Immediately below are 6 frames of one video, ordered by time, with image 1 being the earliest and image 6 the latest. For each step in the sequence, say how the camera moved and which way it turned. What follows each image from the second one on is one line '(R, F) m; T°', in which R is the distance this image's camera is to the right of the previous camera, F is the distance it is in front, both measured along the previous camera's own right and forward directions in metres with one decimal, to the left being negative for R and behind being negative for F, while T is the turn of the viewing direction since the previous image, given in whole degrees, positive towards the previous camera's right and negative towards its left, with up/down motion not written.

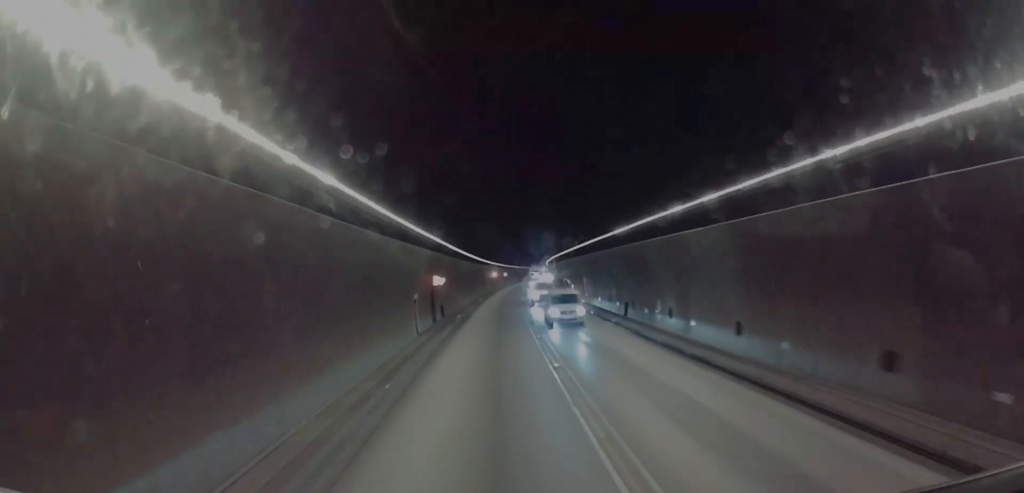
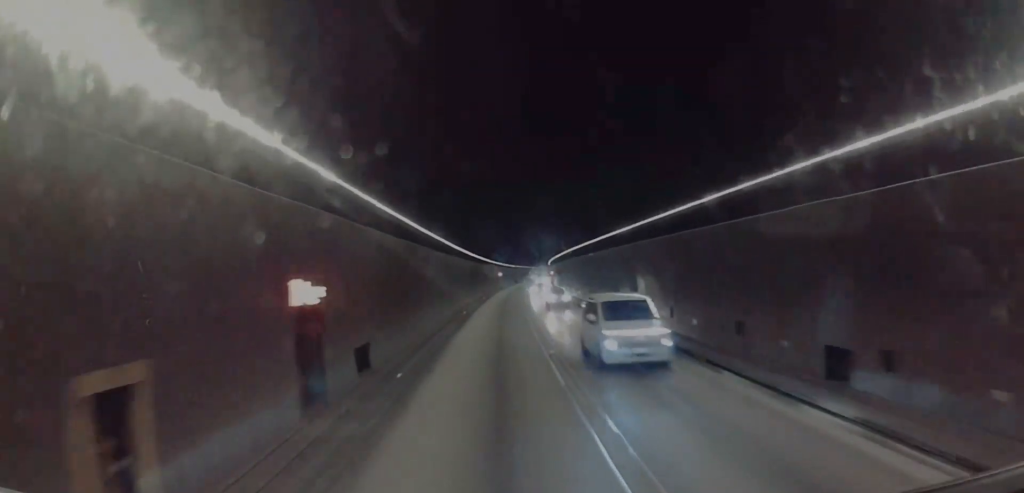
(0.0, +21.2) m; 0°
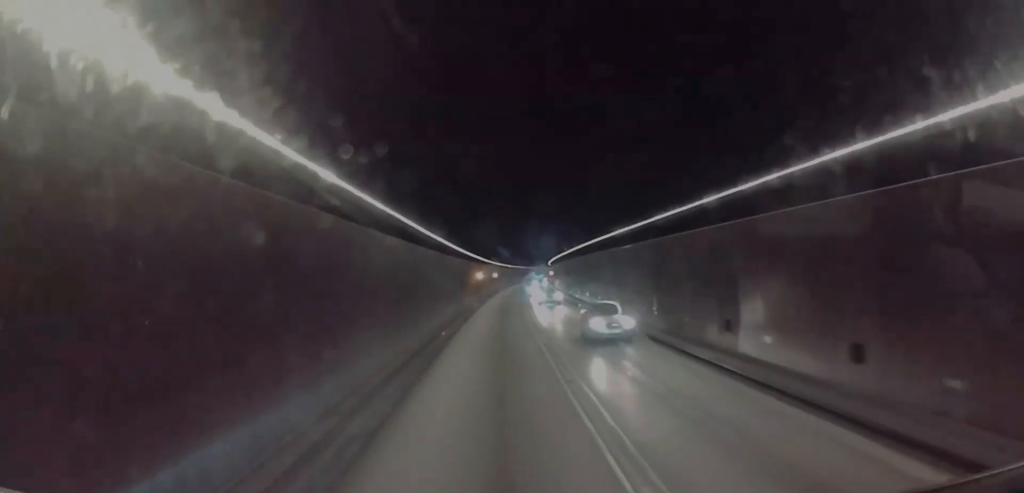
(-0.1, +13.2) m; +1°
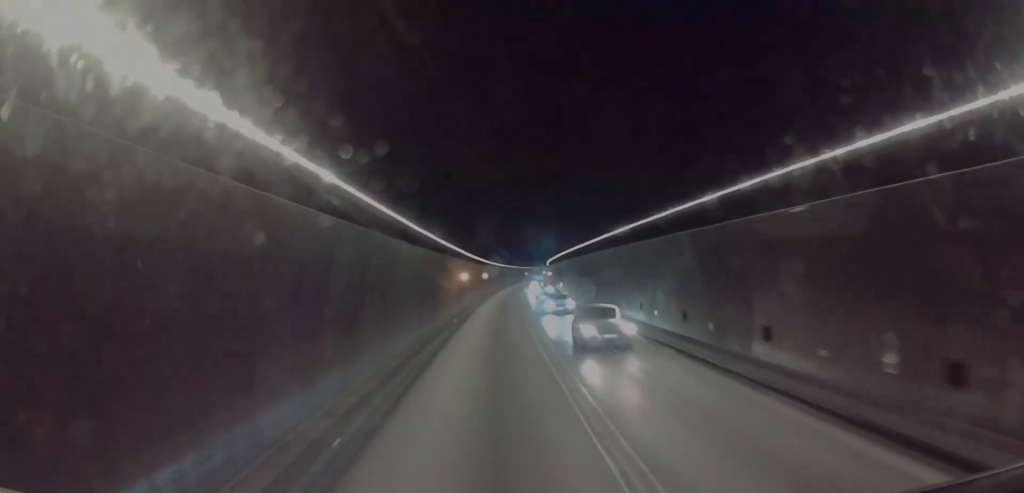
(+0.5, +17.3) m; +2°
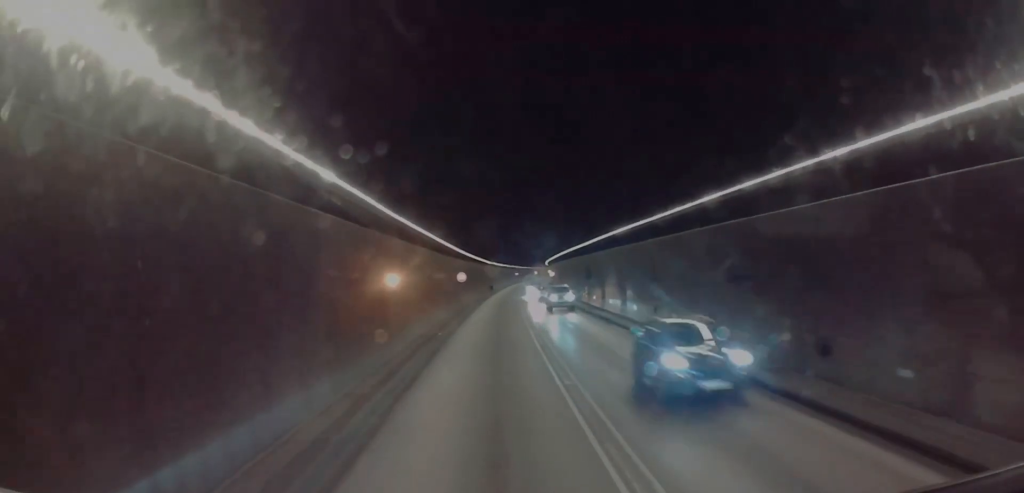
(+0.1, +31.4) m; 0°
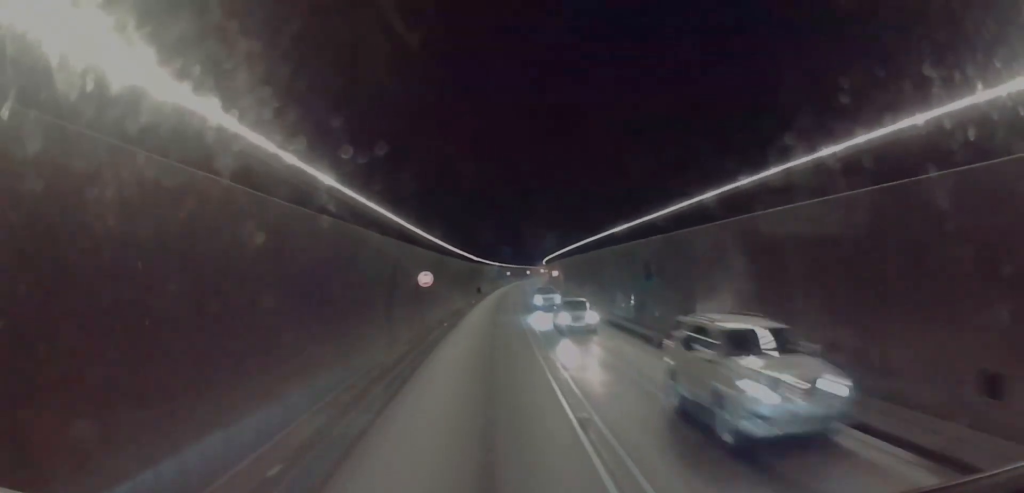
(0.0, +19.9) m; 0°
